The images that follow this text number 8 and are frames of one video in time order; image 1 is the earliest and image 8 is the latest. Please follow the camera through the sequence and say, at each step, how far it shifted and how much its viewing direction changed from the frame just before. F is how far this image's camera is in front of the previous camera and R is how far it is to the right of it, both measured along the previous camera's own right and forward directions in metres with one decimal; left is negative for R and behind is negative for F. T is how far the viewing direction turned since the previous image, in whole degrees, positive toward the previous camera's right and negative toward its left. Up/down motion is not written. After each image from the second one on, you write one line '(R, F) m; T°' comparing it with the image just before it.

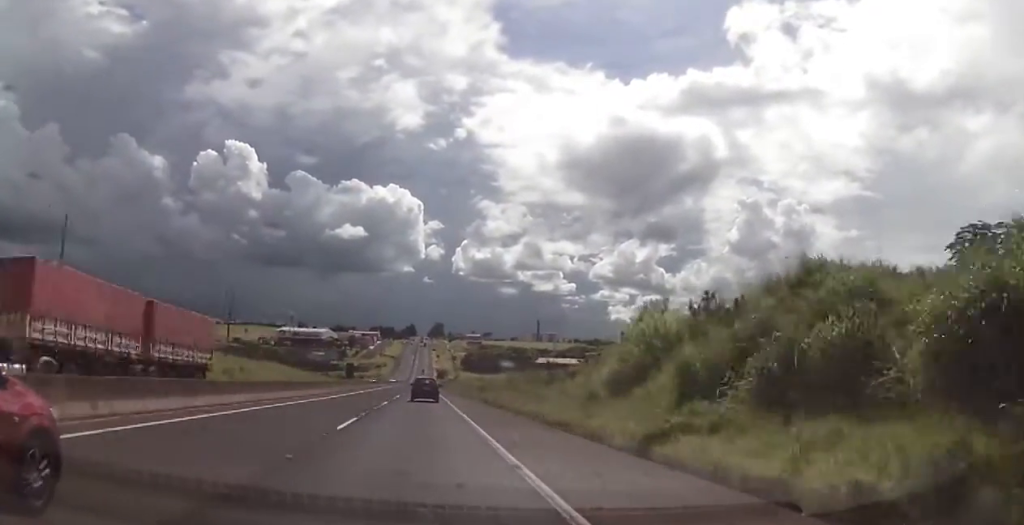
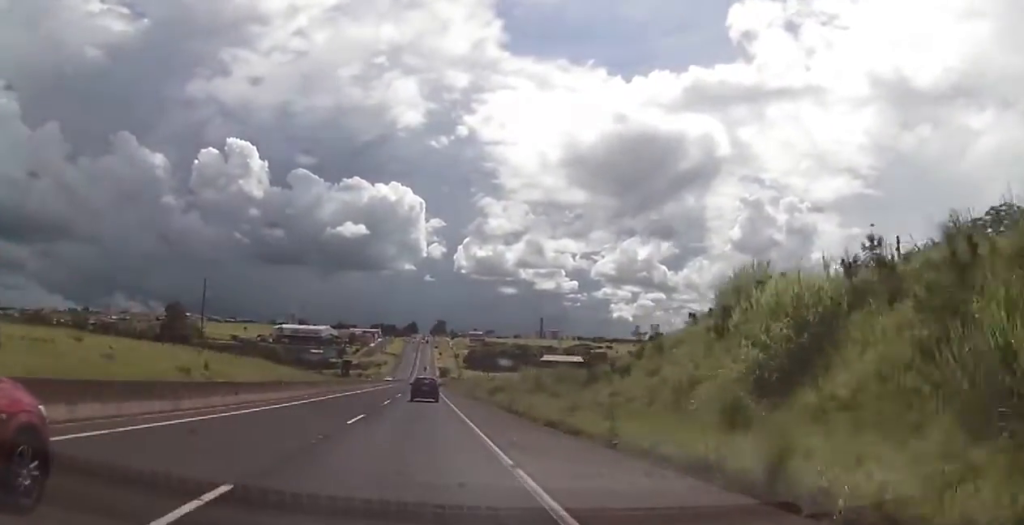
(0.0, +12.7) m; 0°
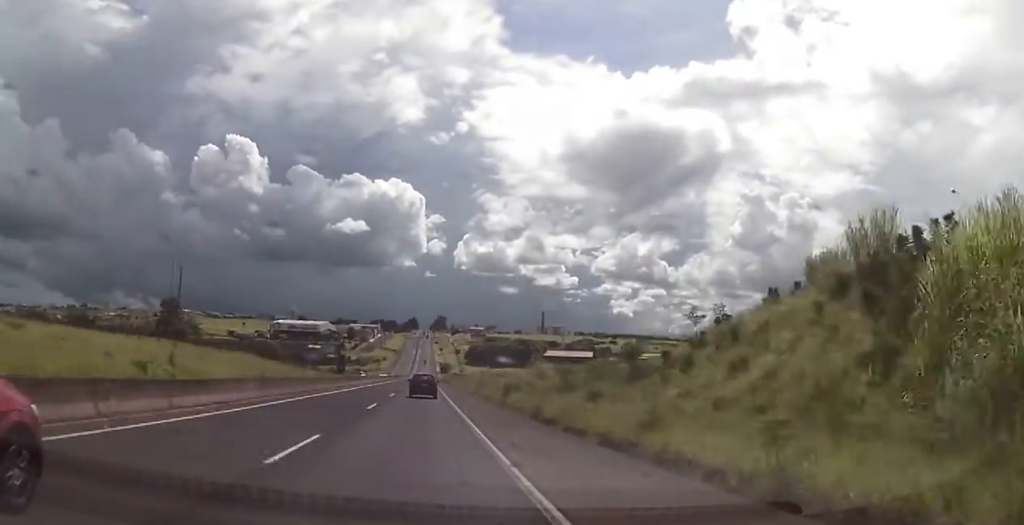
(-0.2, +9.0) m; 0°
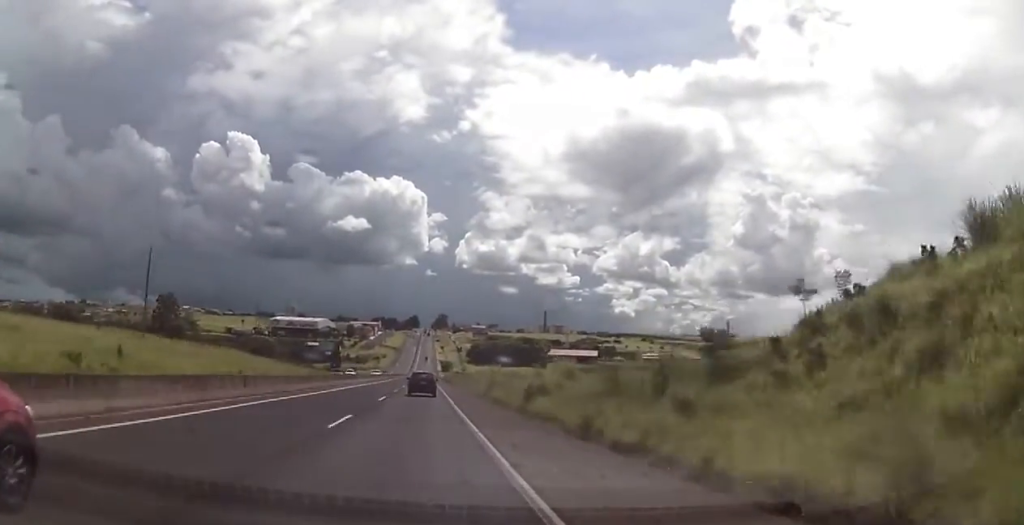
(-0.1, +9.8) m; 0°
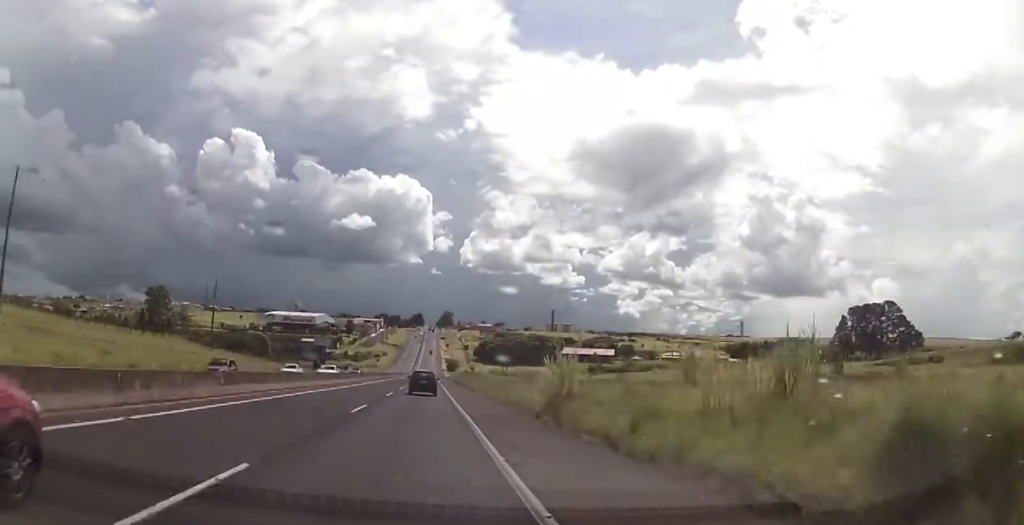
(+0.4, +27.3) m; 0°
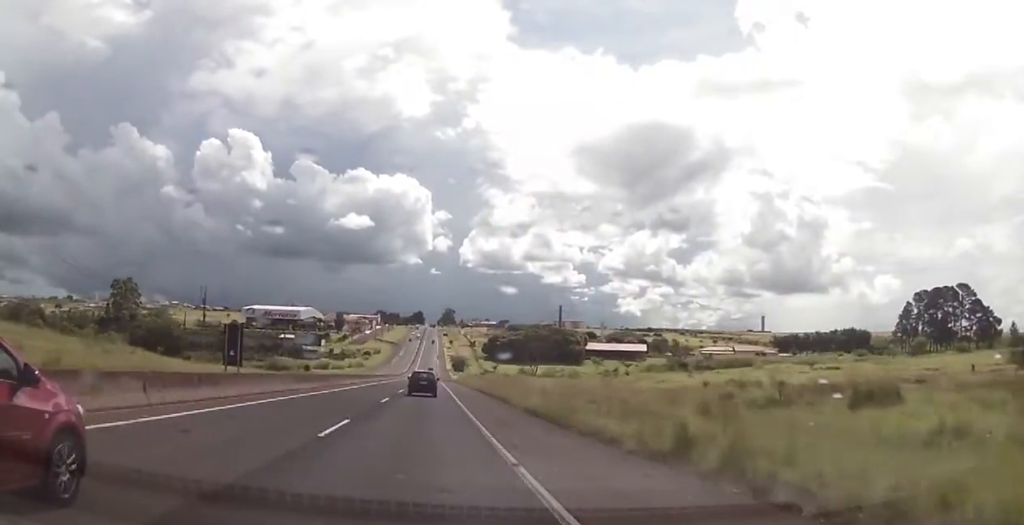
(-1.1, +54.4) m; 0°
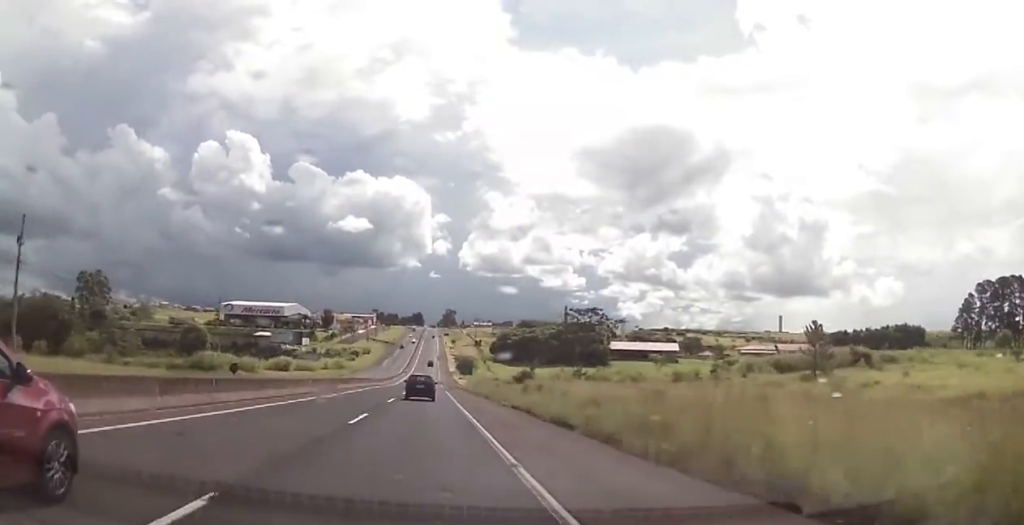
(+0.4, +43.0) m; -1°
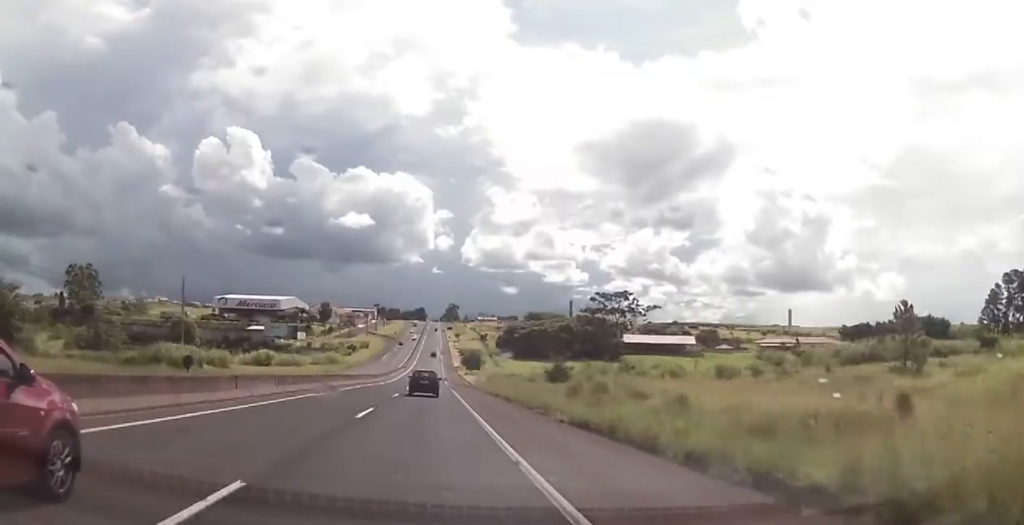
(-0.2, +15.1) m; -1°
